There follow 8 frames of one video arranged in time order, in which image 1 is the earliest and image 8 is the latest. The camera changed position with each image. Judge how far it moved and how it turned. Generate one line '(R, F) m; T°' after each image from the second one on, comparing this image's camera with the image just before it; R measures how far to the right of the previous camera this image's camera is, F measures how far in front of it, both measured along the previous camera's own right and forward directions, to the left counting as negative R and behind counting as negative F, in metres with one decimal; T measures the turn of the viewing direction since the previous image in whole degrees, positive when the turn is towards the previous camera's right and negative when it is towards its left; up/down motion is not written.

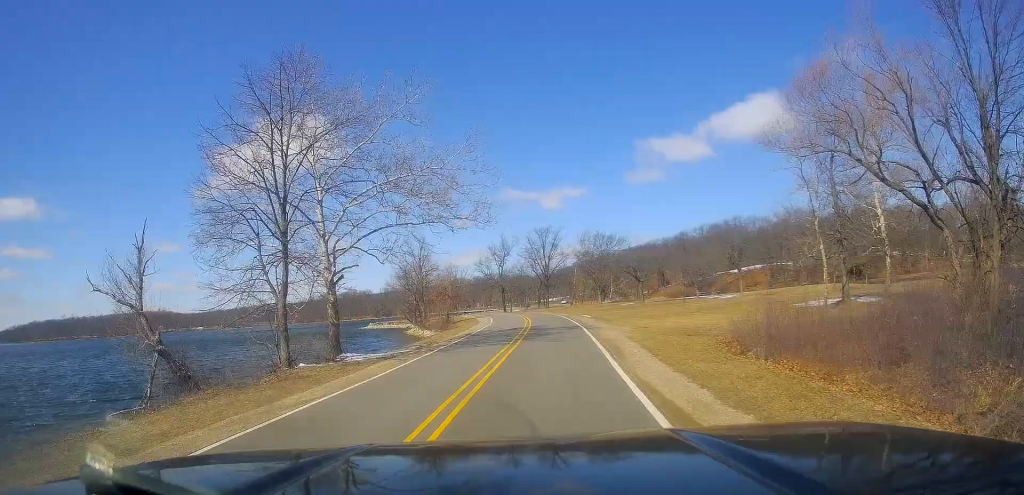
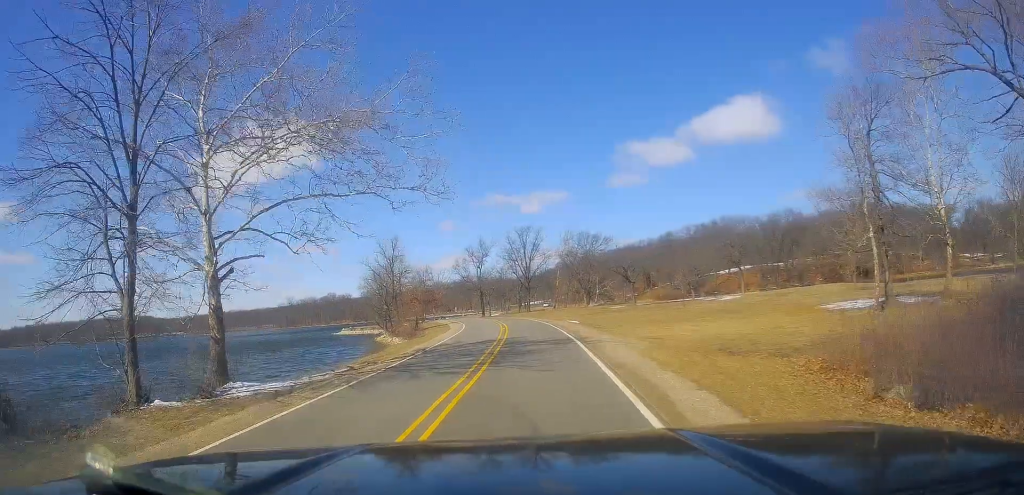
(+0.1, +8.5) m; +1°
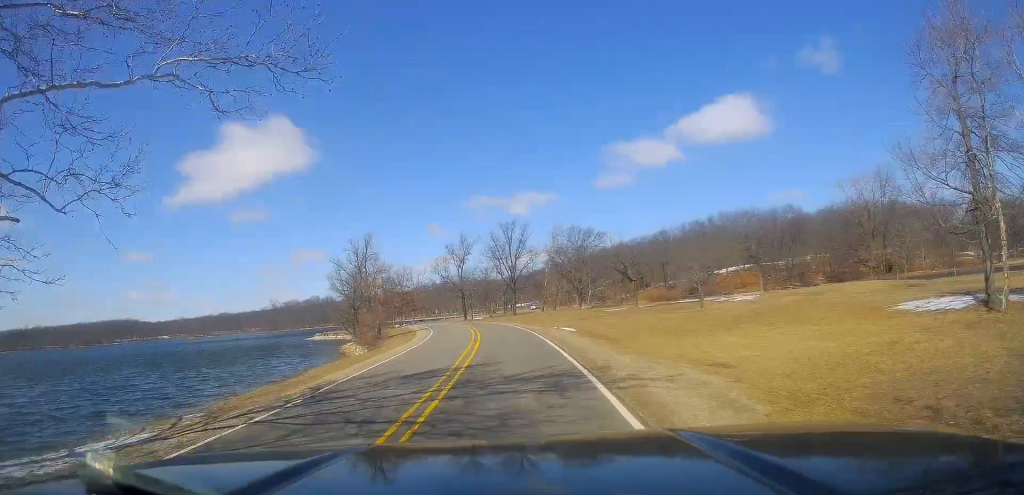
(0.0, +11.1) m; +2°
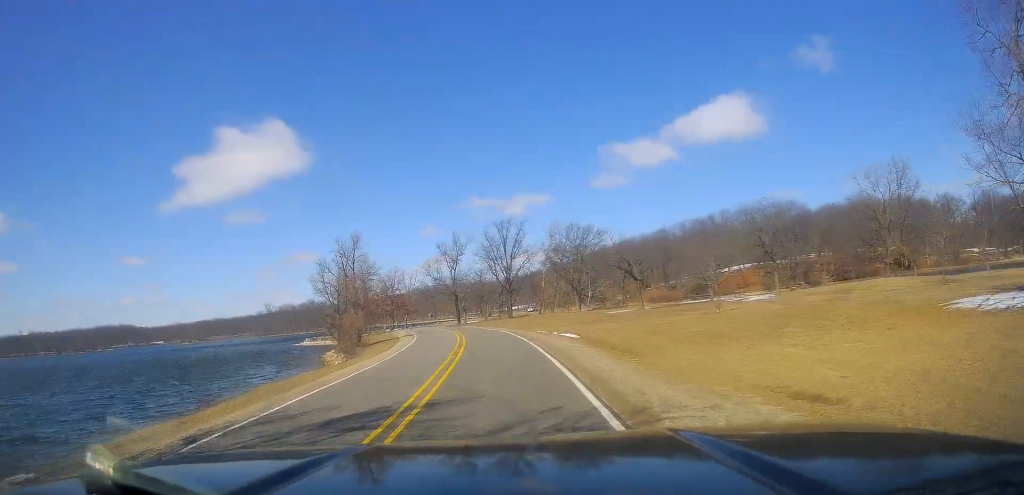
(+0.2, +5.6) m; +1°
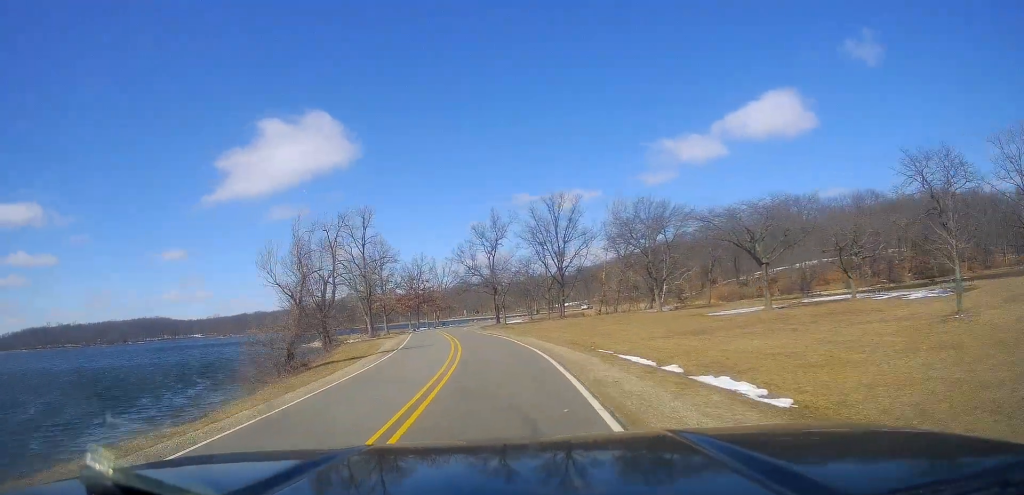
(-1.8, +22.5) m; -12°
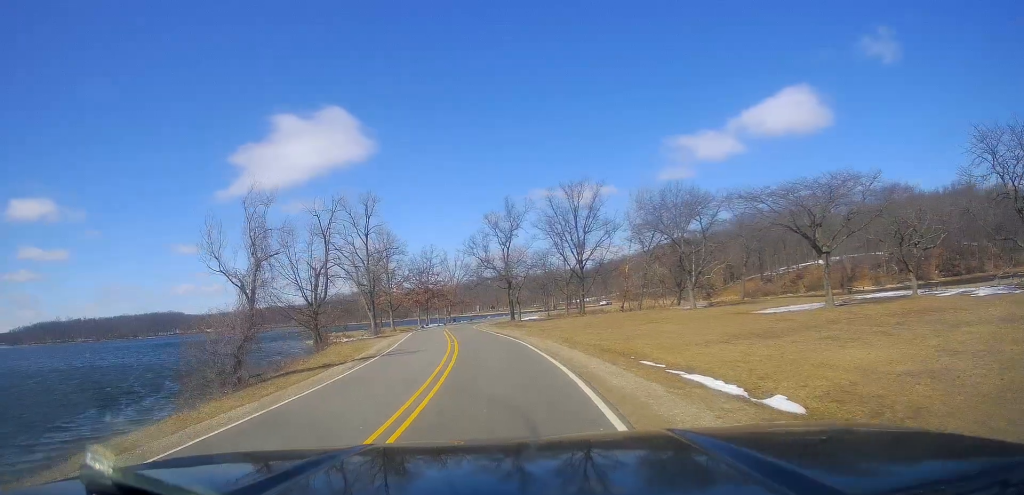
(0.0, +6.7) m; +3°
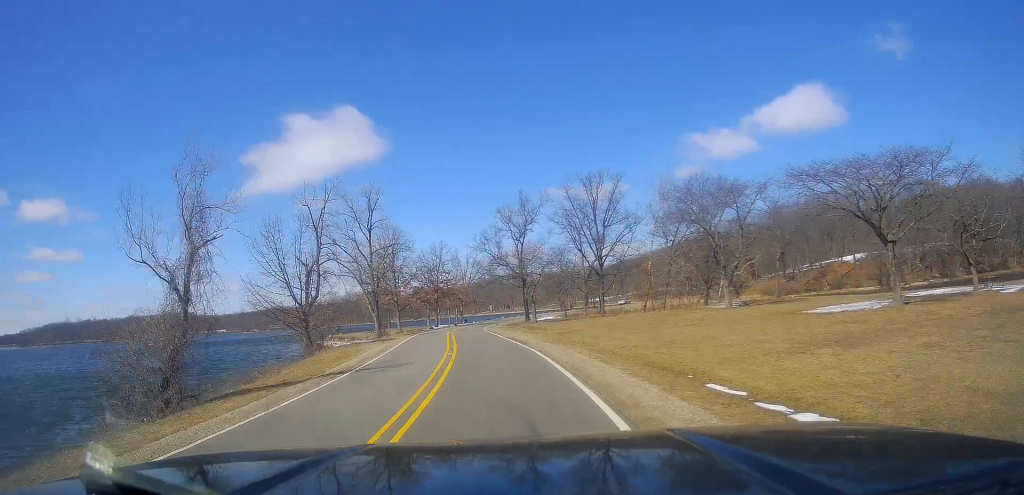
(+0.2, +5.7) m; 0°
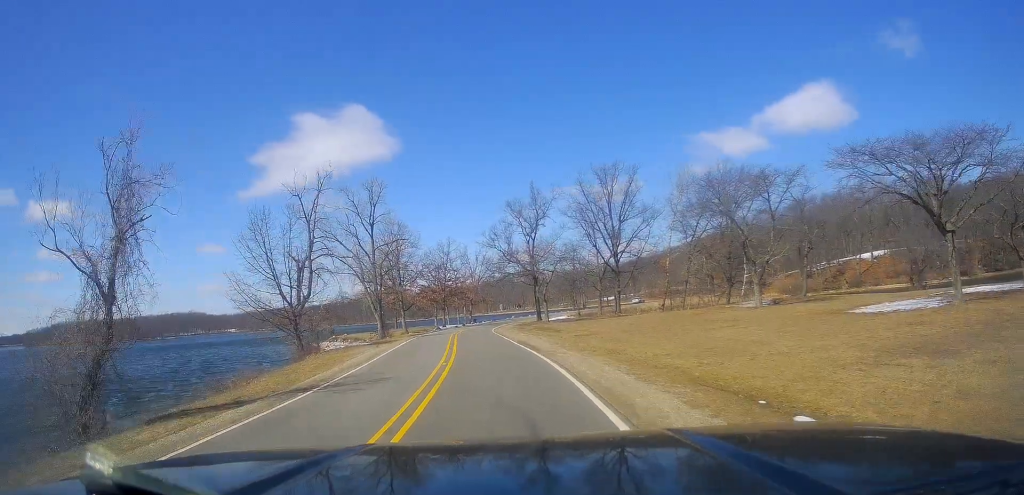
(+0.4, +4.2) m; -1°
